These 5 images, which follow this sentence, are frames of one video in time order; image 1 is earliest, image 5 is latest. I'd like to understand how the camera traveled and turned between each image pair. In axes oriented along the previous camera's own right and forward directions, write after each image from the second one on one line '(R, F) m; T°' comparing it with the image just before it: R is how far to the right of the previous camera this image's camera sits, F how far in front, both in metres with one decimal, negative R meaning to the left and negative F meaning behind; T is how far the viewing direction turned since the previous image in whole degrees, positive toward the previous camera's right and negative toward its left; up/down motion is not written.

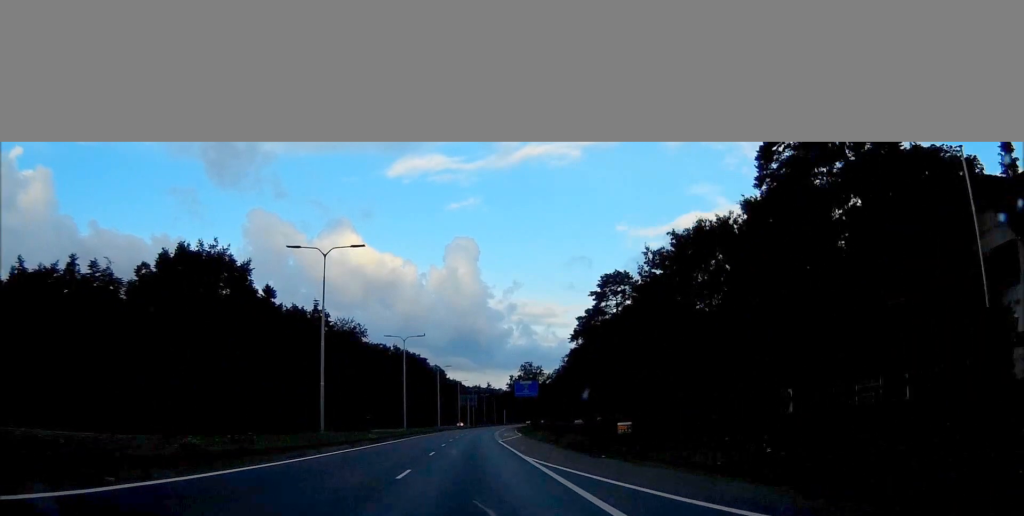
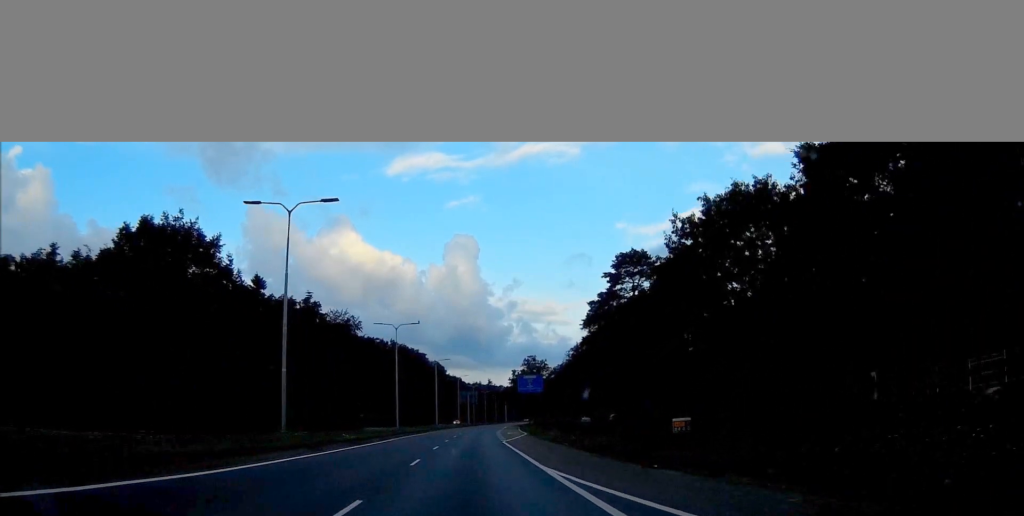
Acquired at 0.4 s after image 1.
(+0.1, +7.7) m; 0°
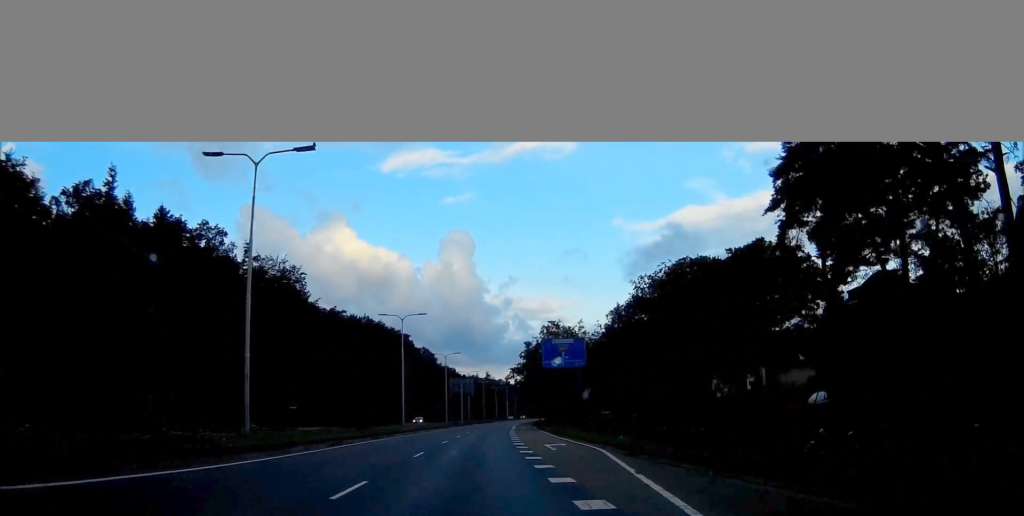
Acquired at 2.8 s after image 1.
(-0.1, +45.6) m; 0°
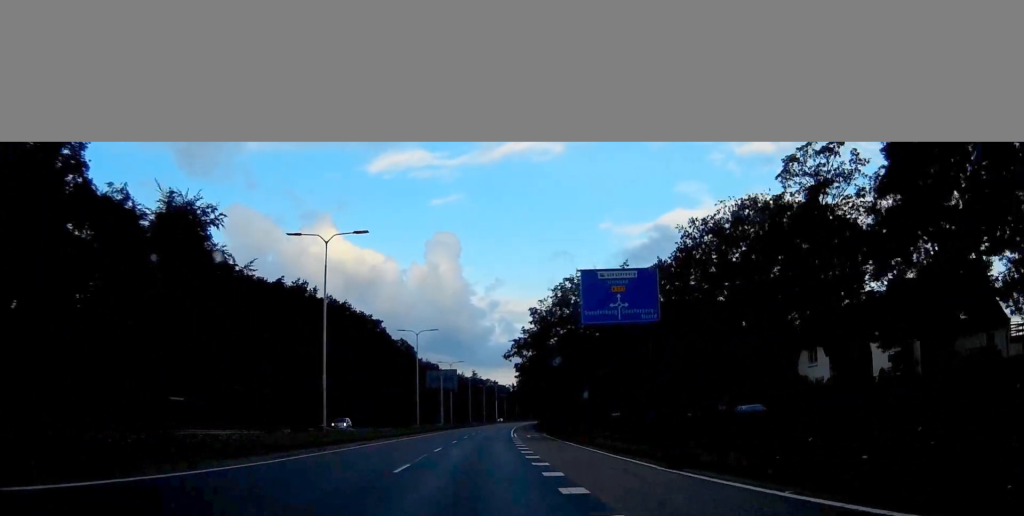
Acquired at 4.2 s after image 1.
(-0.1, +29.5) m; 0°
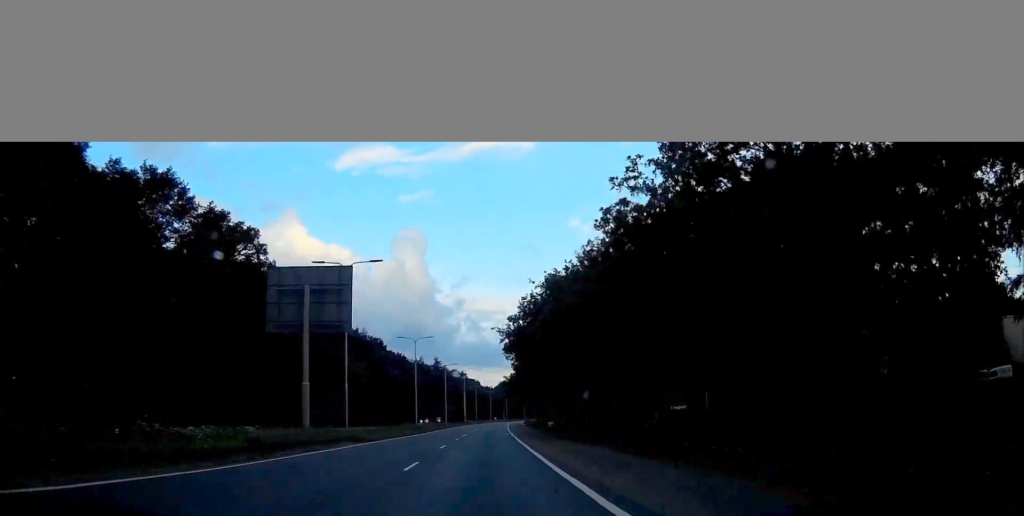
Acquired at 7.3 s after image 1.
(+1.4, +72.6) m; +2°
